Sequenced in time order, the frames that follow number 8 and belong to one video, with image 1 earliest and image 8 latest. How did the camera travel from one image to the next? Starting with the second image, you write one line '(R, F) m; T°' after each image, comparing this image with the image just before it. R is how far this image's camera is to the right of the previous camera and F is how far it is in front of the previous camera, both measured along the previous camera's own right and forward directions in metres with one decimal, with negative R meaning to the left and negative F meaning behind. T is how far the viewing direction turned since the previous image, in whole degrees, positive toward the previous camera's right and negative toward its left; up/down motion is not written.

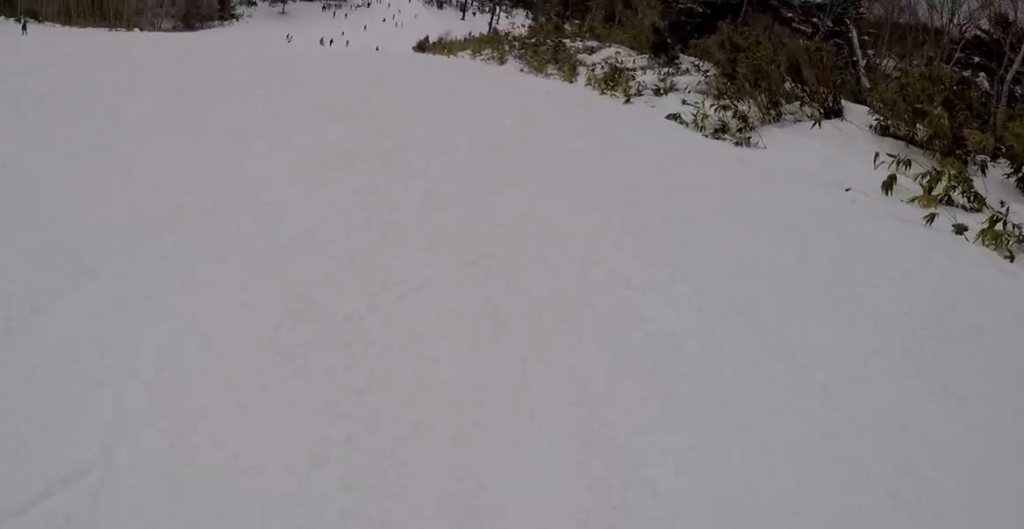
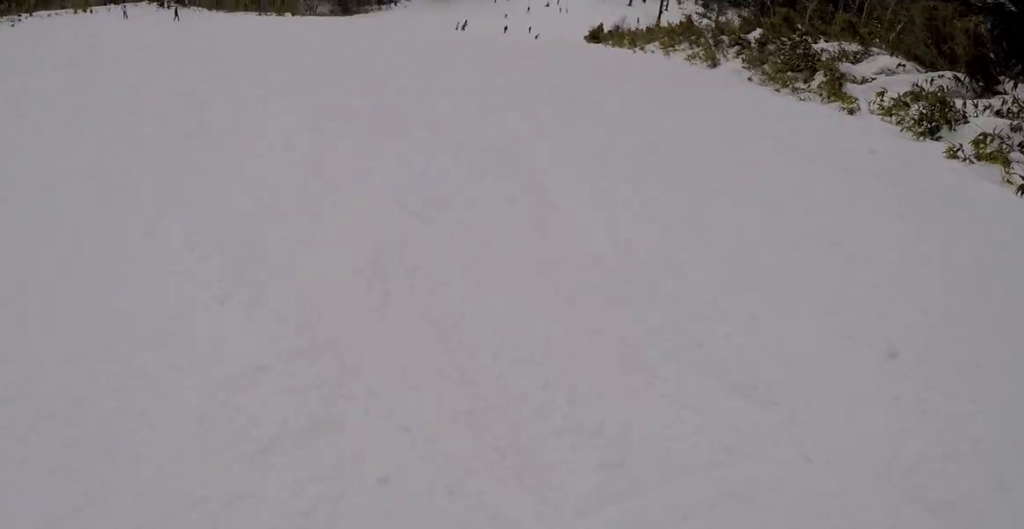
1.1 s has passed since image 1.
(-0.4, +7.6) m; +6°
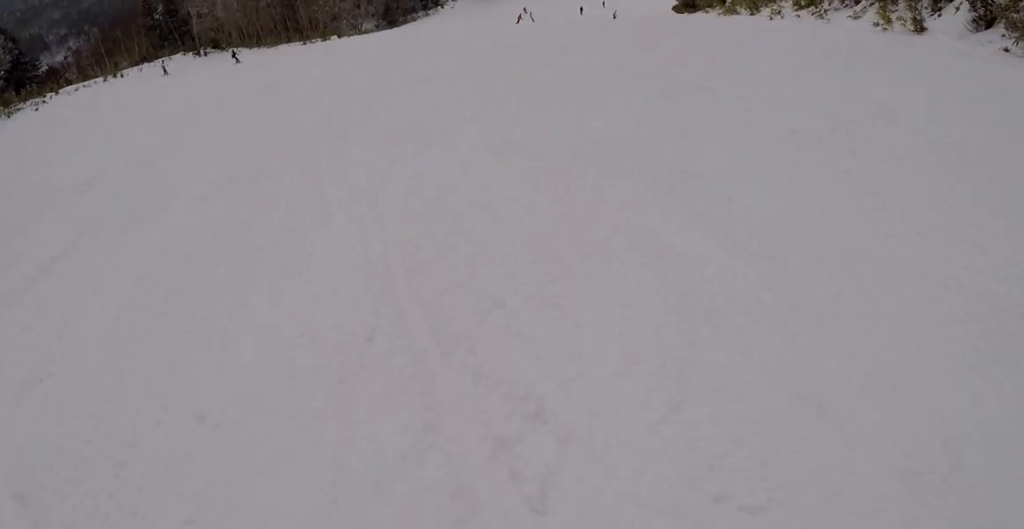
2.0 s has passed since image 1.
(+0.9, +6.9) m; +14°
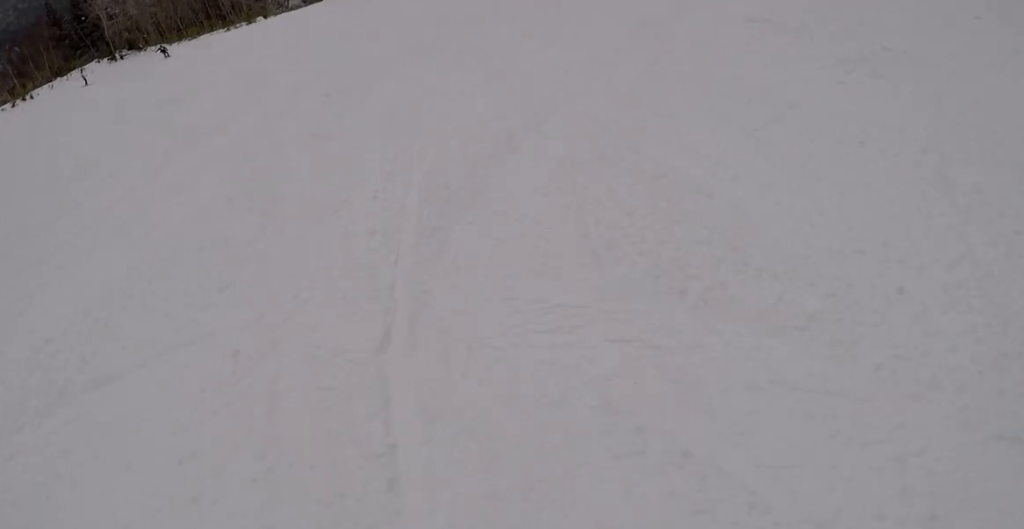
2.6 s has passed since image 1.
(+0.4, +4.7) m; +5°
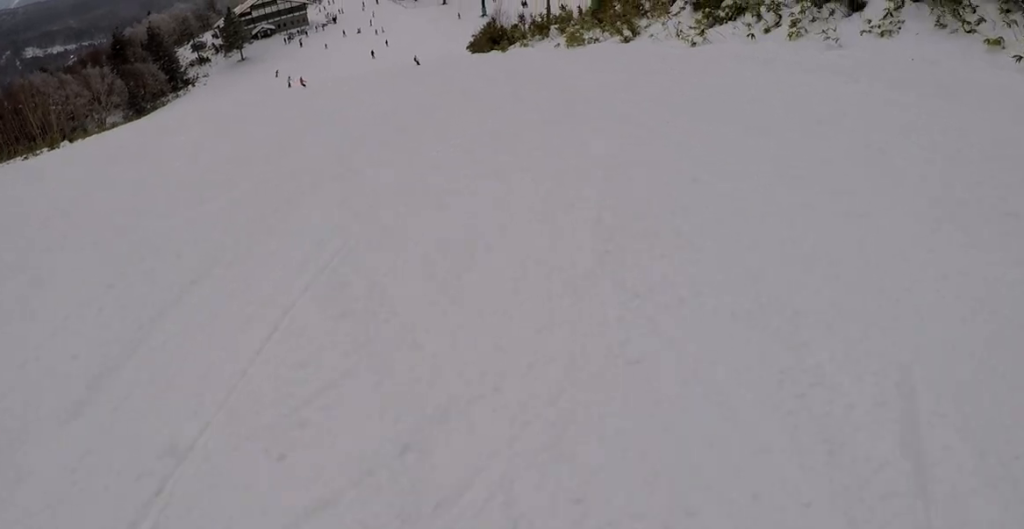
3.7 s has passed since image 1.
(+0.2, +8.7) m; -11°
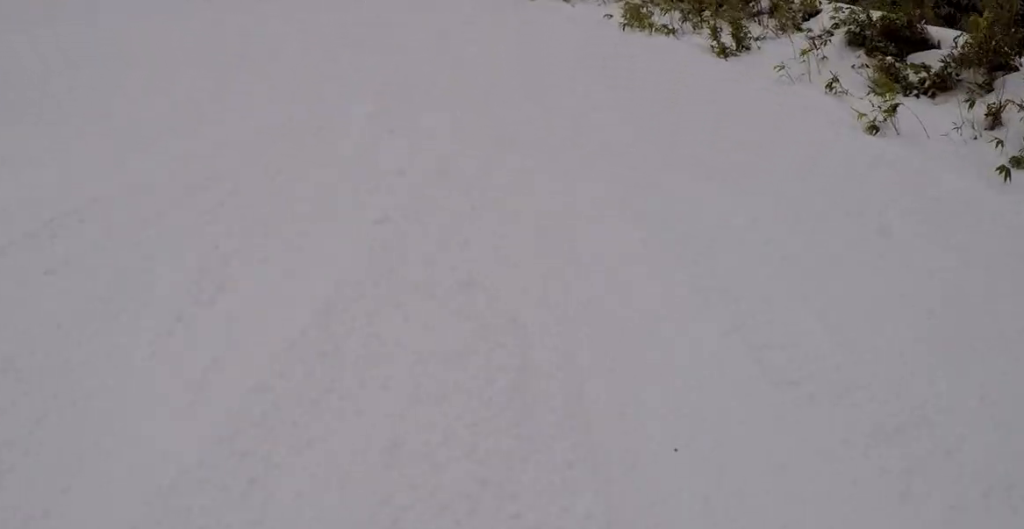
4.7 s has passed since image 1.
(-1.7, +8.0) m; -23°
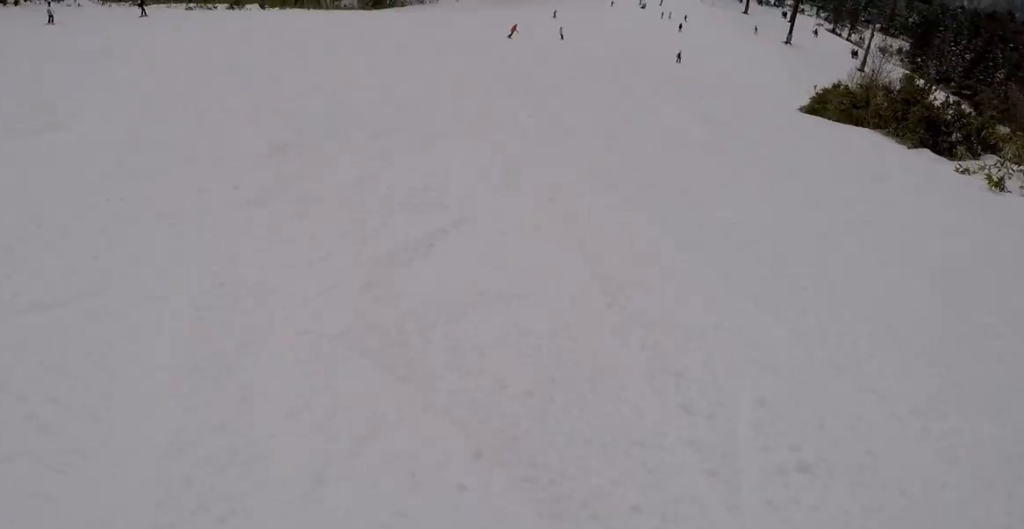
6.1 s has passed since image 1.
(-1.3, +11.9) m; +4°
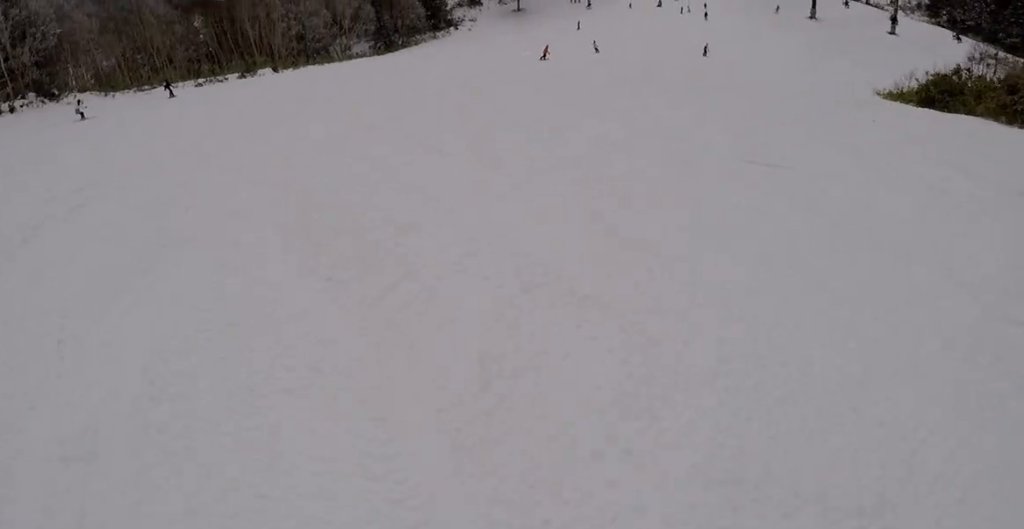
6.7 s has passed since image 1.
(+0.4, +5.6) m; +10°
